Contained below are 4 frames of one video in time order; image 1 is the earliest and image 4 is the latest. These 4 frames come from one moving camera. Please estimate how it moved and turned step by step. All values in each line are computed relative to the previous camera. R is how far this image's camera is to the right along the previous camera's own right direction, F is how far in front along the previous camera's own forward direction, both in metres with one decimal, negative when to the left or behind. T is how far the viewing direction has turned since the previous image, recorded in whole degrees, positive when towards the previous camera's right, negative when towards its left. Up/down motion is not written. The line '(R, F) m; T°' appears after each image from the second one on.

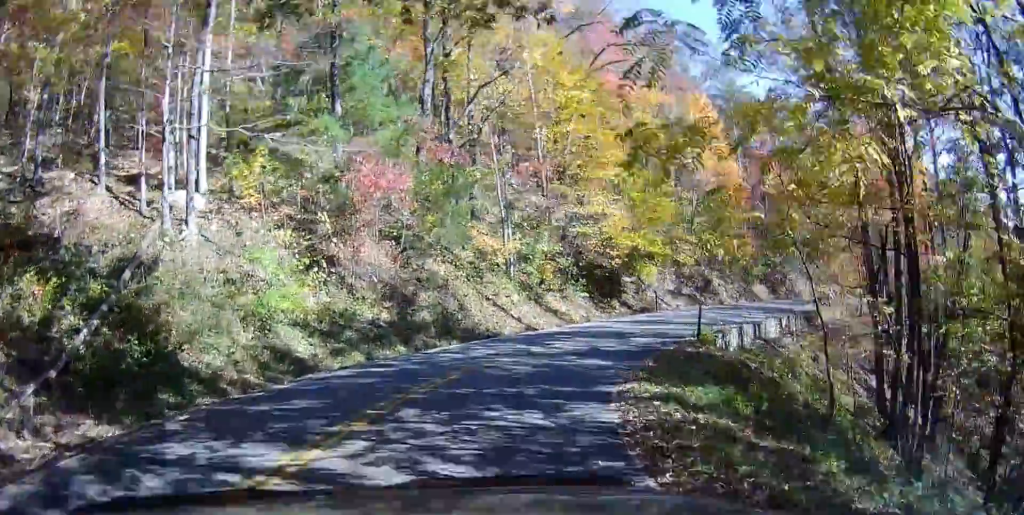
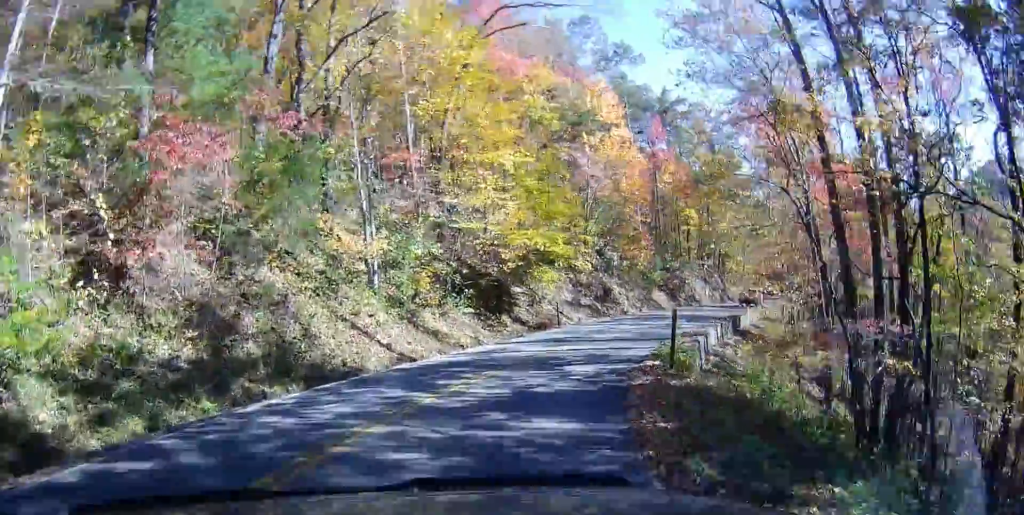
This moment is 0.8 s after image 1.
(+0.3, +5.9) m; +3°
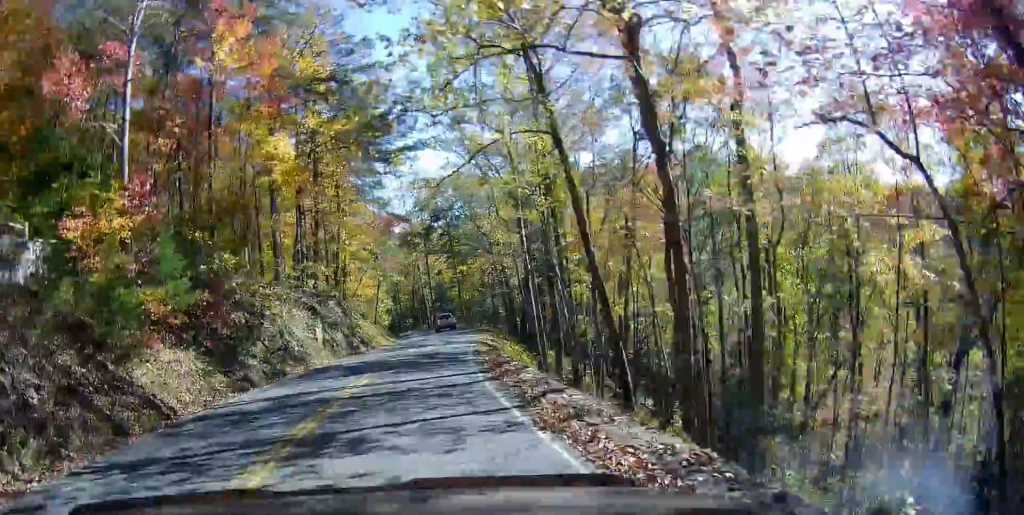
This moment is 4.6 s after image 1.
(+8.4, +31.3) m; +32°
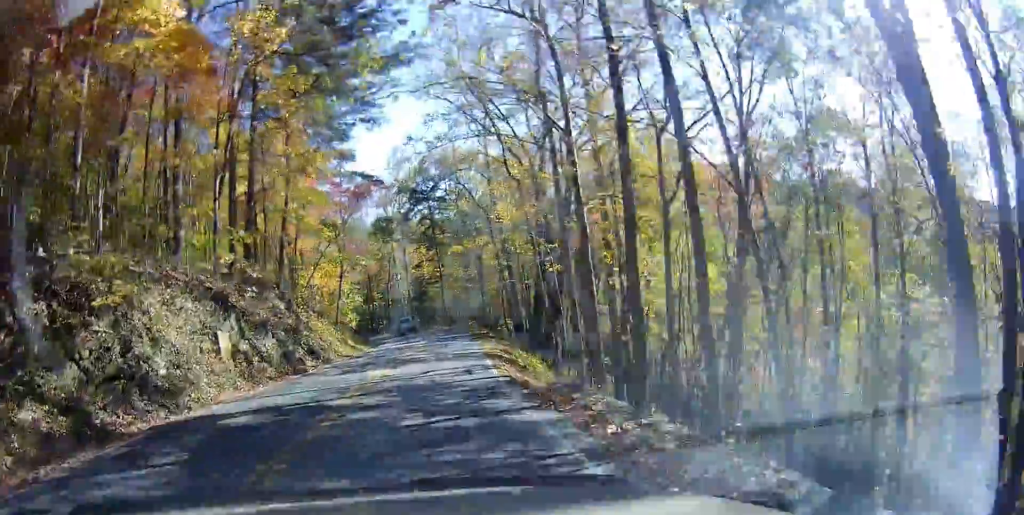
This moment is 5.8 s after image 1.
(+0.1, +11.4) m; 0°
